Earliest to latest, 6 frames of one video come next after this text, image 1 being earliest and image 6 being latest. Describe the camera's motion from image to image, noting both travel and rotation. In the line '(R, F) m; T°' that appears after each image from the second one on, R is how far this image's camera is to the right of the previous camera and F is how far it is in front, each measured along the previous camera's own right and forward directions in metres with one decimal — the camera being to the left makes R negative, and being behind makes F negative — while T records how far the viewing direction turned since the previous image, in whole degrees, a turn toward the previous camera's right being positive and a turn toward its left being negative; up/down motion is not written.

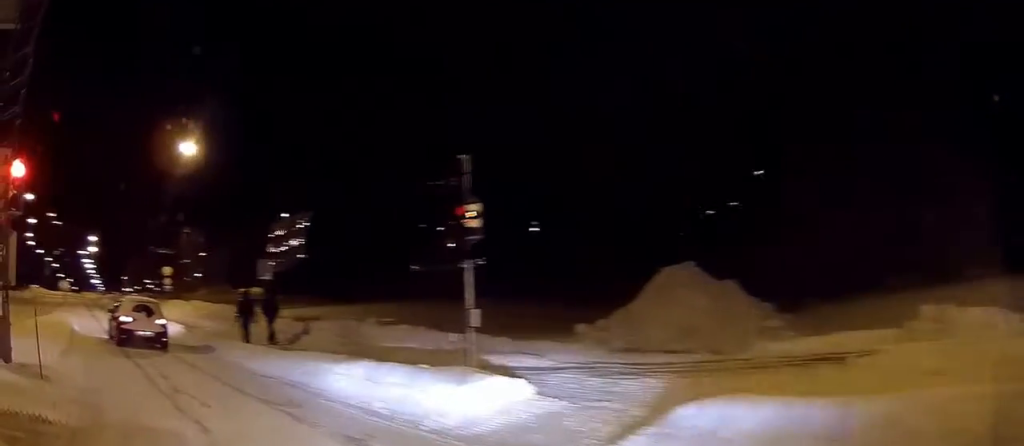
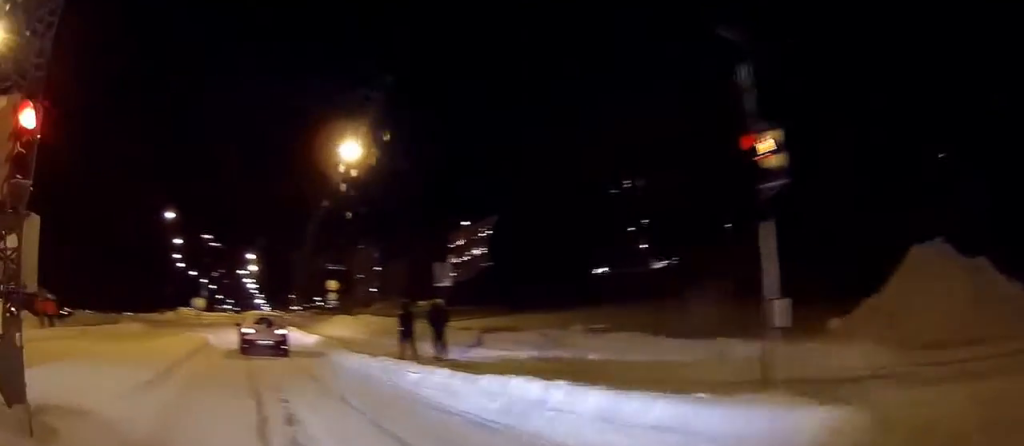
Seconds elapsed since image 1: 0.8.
(-0.5, +3.9) m; -13°
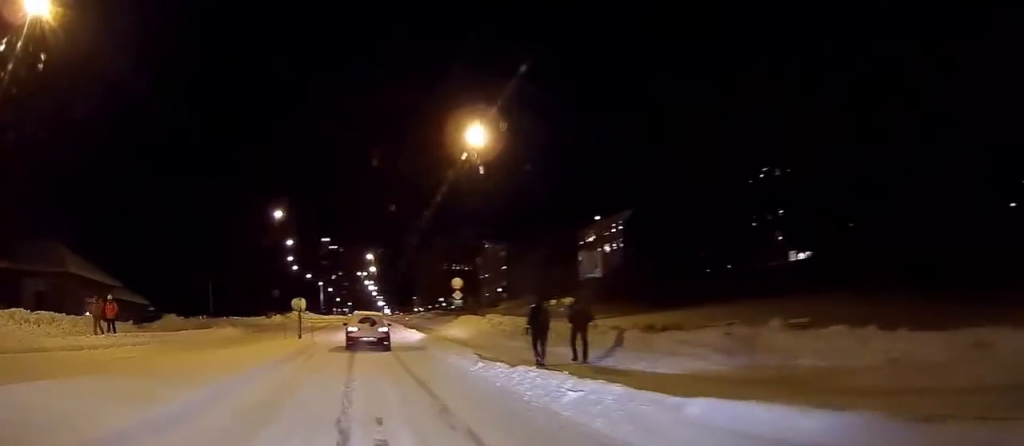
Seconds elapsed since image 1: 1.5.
(-0.3, +3.9) m; -9°
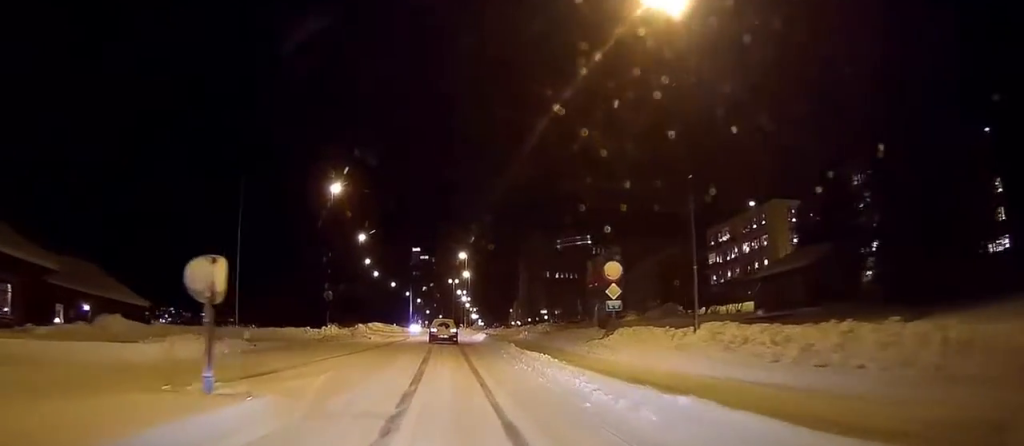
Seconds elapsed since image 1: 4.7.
(-1.4, +19.2) m; -6°
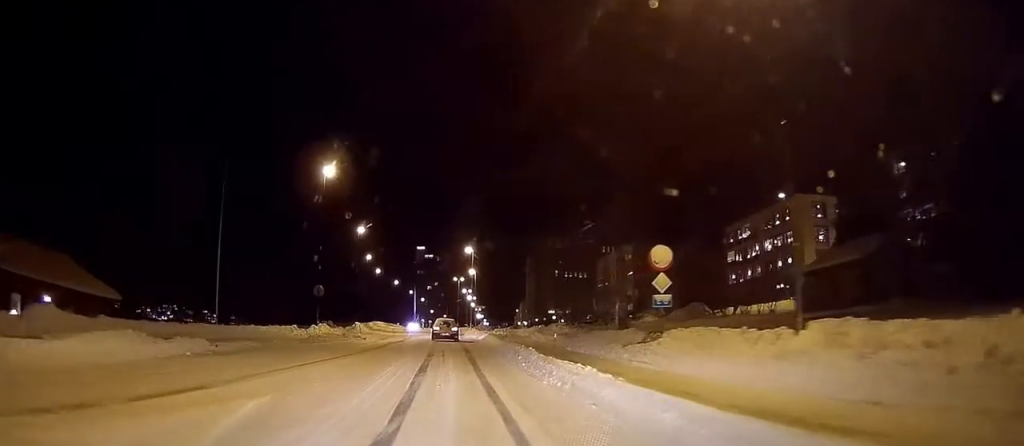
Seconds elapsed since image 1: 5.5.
(-0.1, +5.4) m; -1°
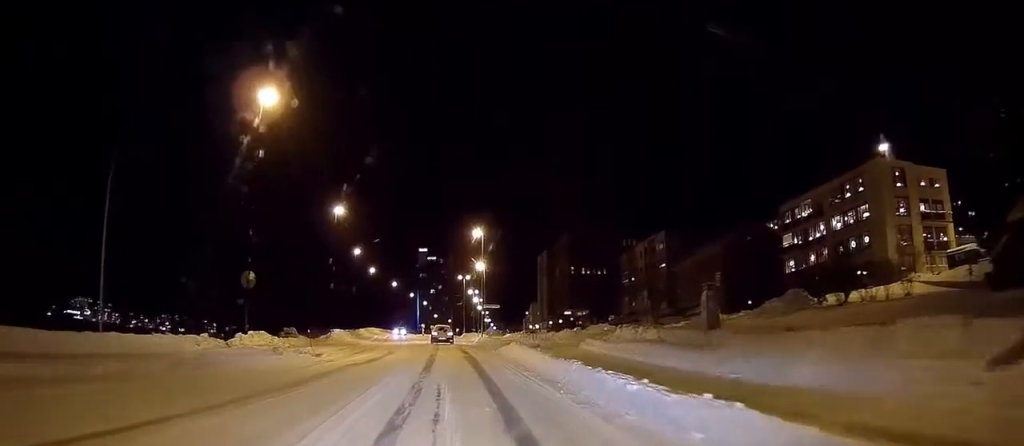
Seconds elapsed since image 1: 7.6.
(0.0, +17.1) m; 0°
